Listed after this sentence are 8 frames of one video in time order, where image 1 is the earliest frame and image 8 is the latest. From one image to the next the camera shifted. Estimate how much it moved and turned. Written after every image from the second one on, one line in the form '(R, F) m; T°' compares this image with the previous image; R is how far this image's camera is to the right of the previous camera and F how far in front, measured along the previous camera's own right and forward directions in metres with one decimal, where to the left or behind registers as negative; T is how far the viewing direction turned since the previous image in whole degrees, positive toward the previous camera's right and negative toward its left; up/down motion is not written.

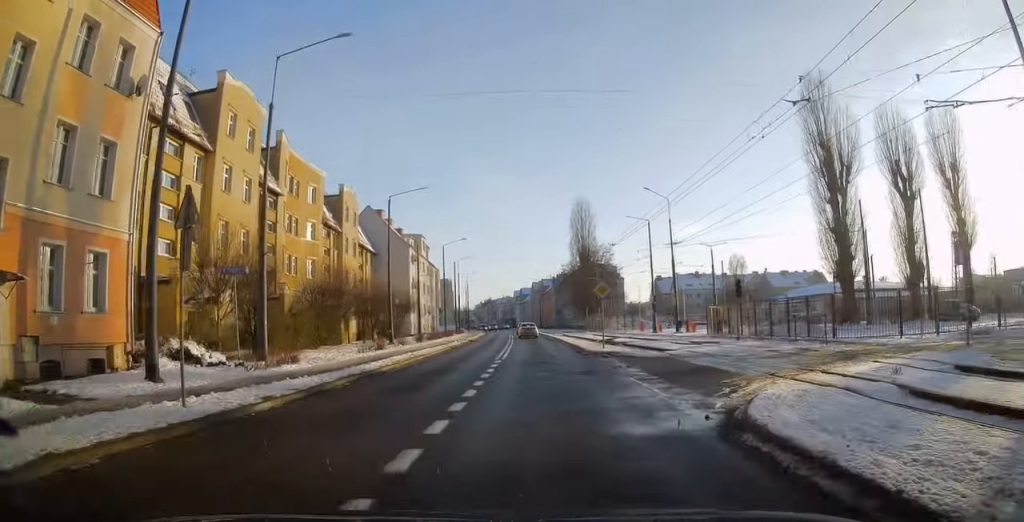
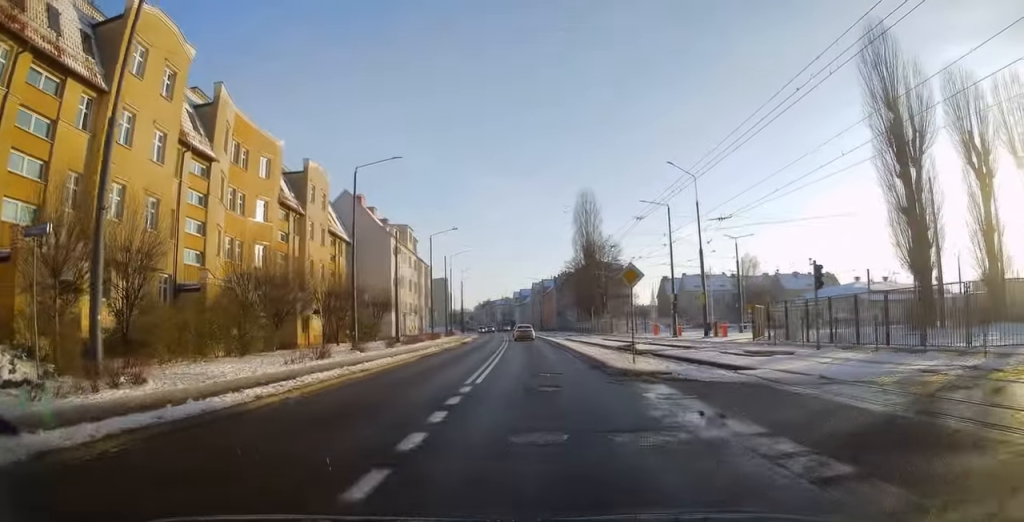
(0.0, +9.1) m; 0°
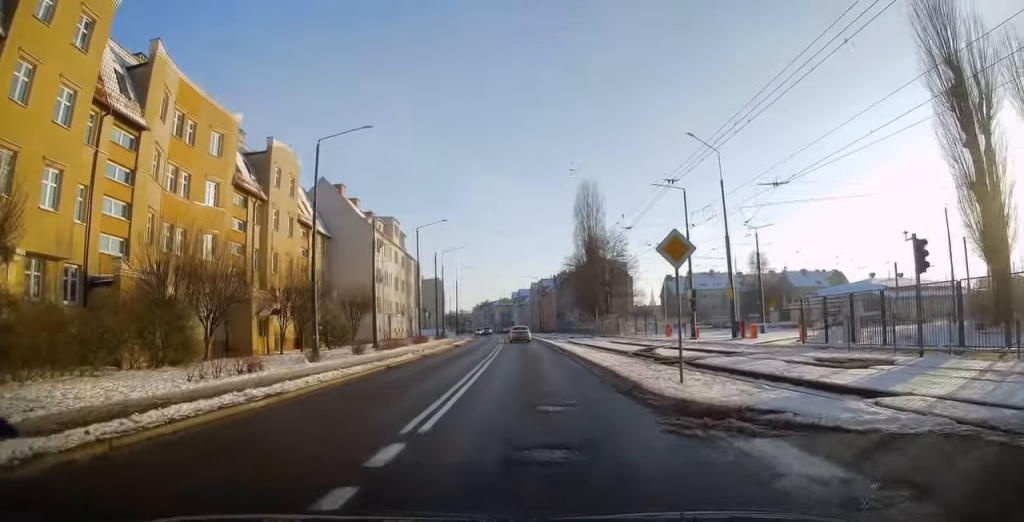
(0.0, +6.6) m; 0°
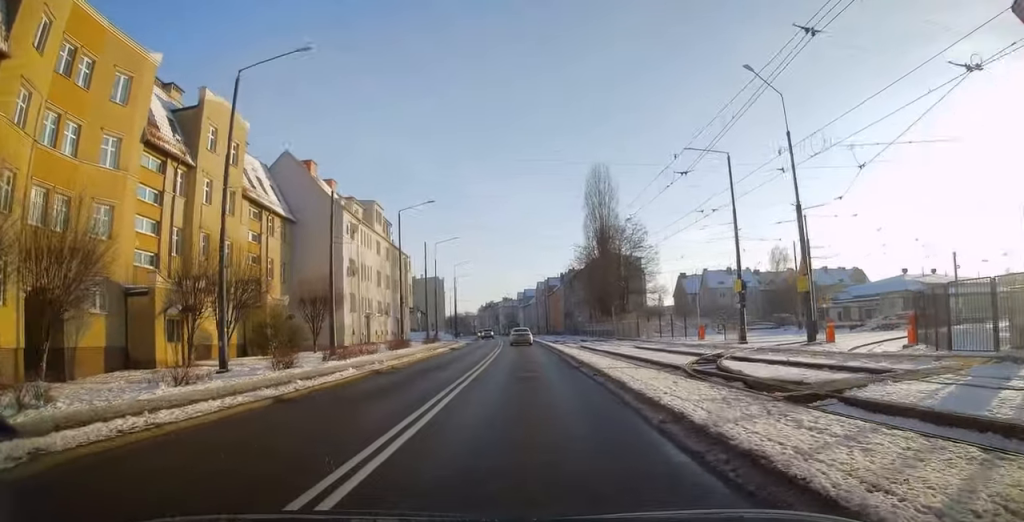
(-0.1, +10.1) m; -1°
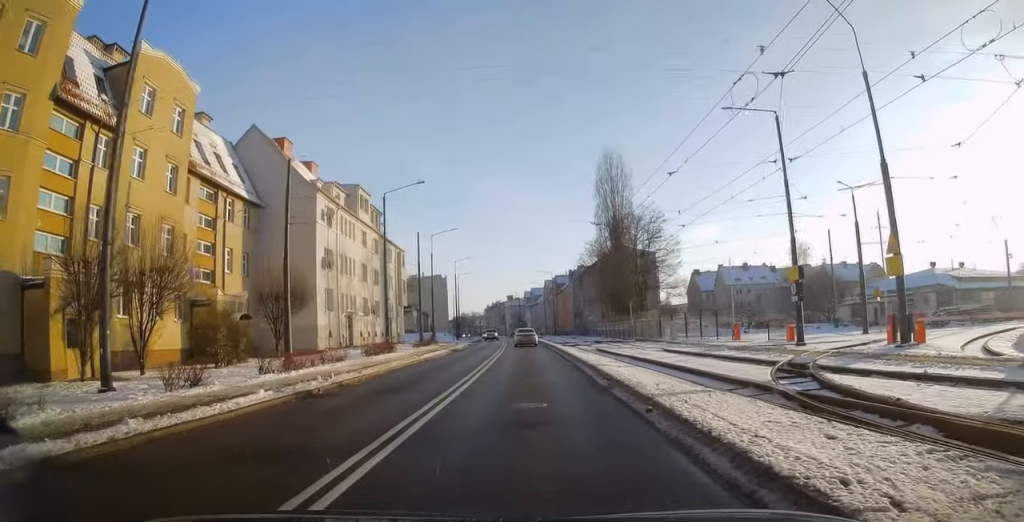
(0.0, +7.1) m; 0°
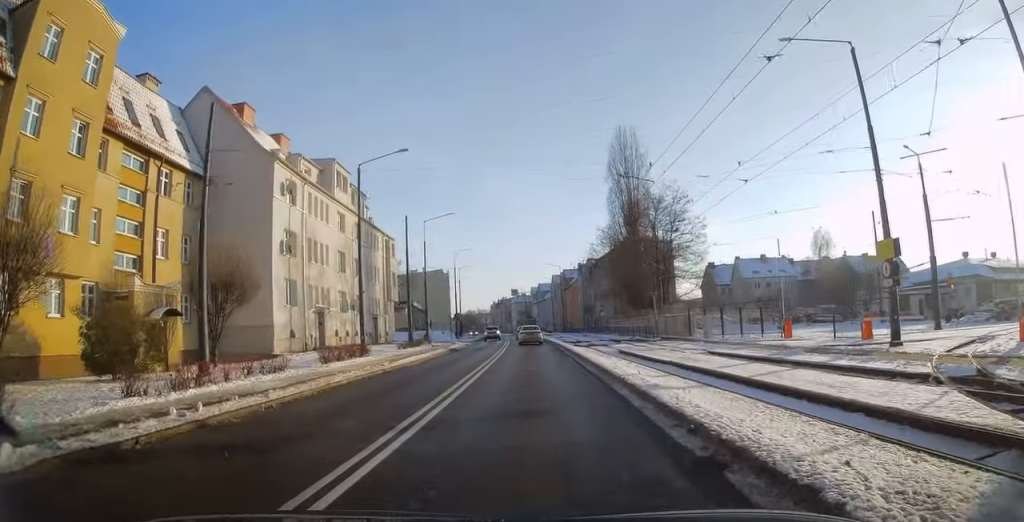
(0.0, +7.8) m; 0°
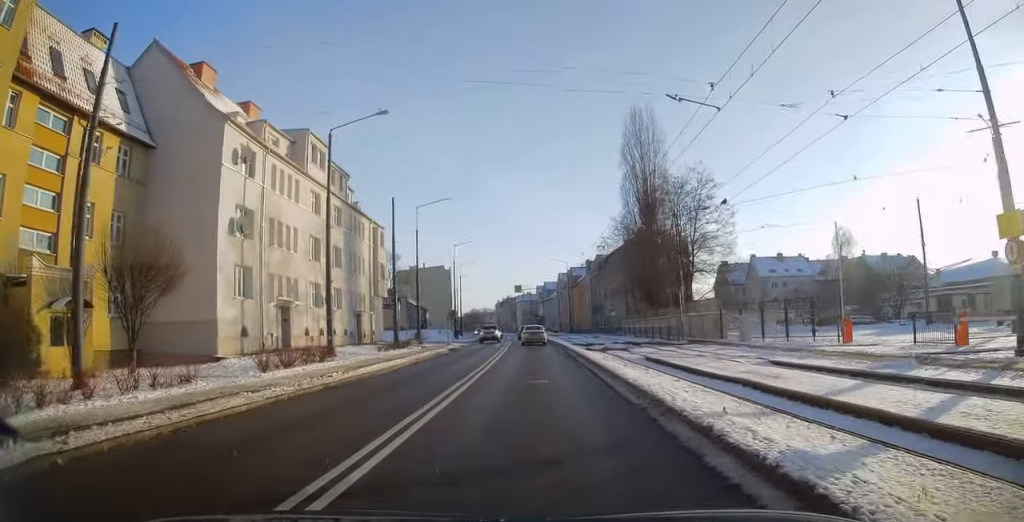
(-0.1, +6.4) m; 0°
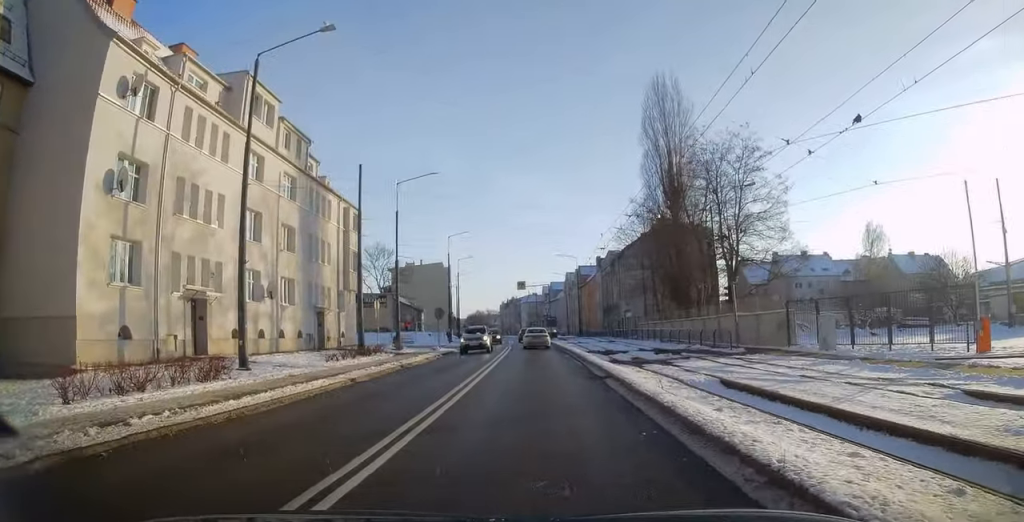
(-0.1, +9.5) m; -1°
